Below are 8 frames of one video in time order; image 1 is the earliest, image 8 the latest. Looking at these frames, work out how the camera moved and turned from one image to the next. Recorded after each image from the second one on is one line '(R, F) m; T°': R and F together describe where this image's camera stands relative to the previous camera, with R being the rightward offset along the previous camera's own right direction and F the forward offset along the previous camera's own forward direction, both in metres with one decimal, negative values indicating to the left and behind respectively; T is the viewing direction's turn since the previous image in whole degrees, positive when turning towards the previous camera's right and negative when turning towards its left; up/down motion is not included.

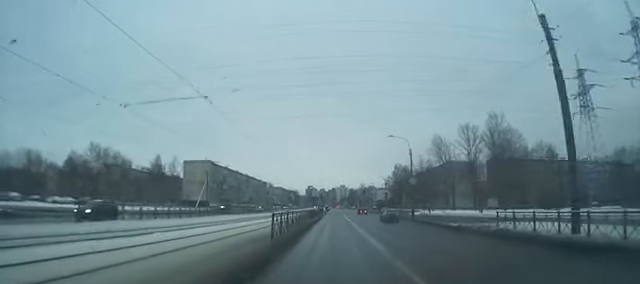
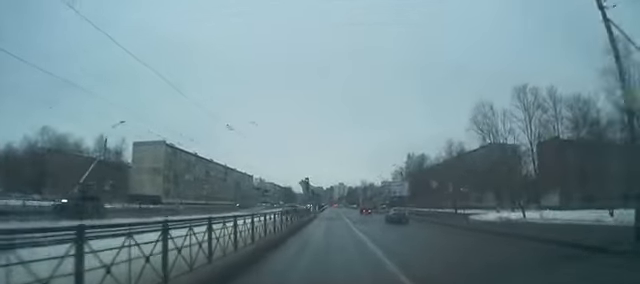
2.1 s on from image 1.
(0.0, +29.6) m; 0°
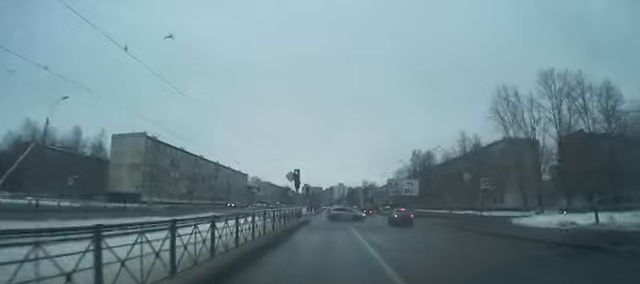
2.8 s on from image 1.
(0.0, +8.6) m; 0°
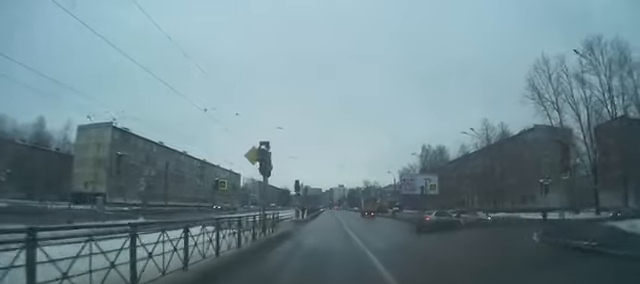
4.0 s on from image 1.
(0.0, +11.7) m; 0°
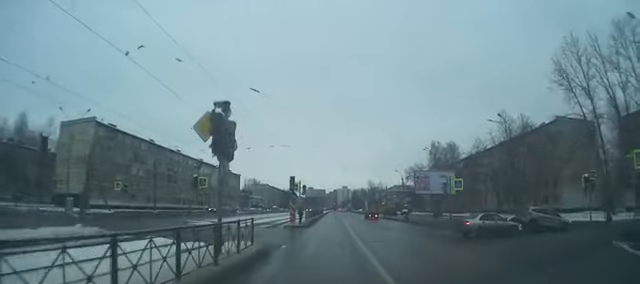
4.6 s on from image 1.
(0.0, +5.5) m; -1°
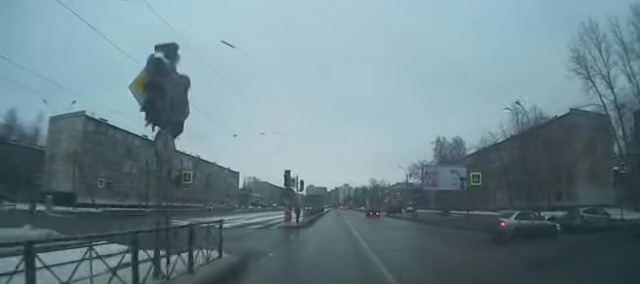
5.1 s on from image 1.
(-0.1, +2.6) m; -3°
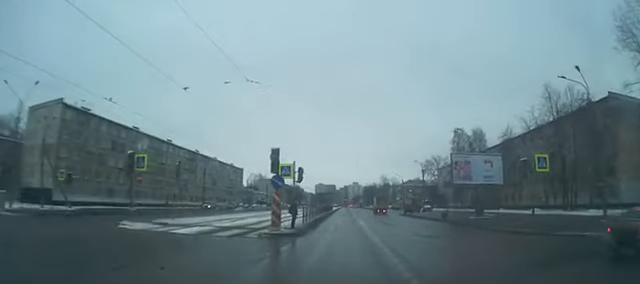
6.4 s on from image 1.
(-0.4, +6.0) m; -13°
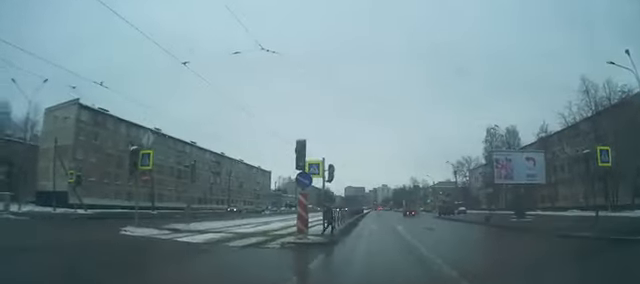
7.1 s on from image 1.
(-0.2, +1.9) m; -10°
